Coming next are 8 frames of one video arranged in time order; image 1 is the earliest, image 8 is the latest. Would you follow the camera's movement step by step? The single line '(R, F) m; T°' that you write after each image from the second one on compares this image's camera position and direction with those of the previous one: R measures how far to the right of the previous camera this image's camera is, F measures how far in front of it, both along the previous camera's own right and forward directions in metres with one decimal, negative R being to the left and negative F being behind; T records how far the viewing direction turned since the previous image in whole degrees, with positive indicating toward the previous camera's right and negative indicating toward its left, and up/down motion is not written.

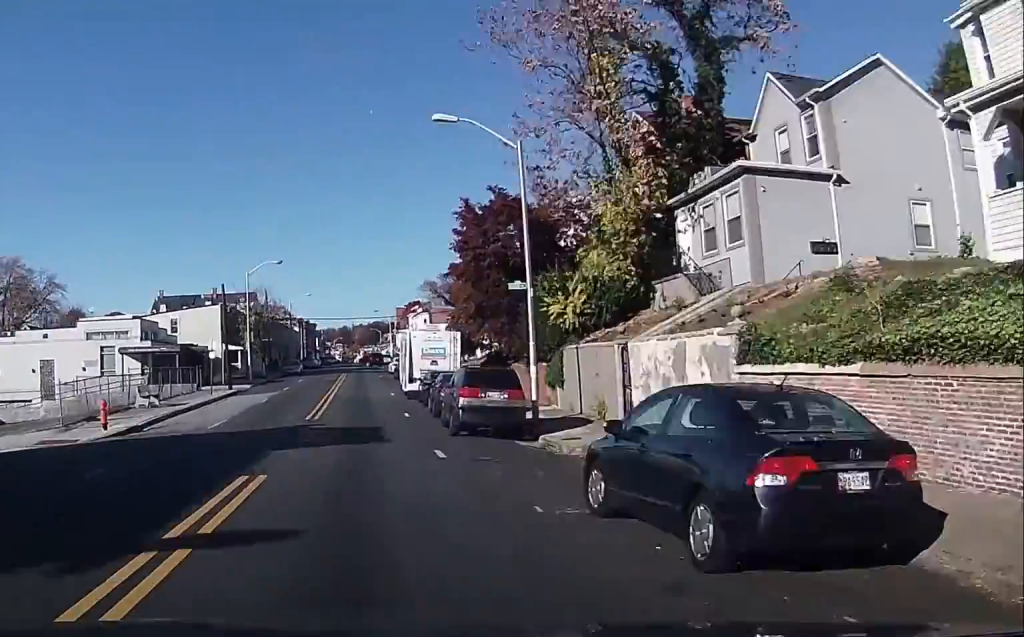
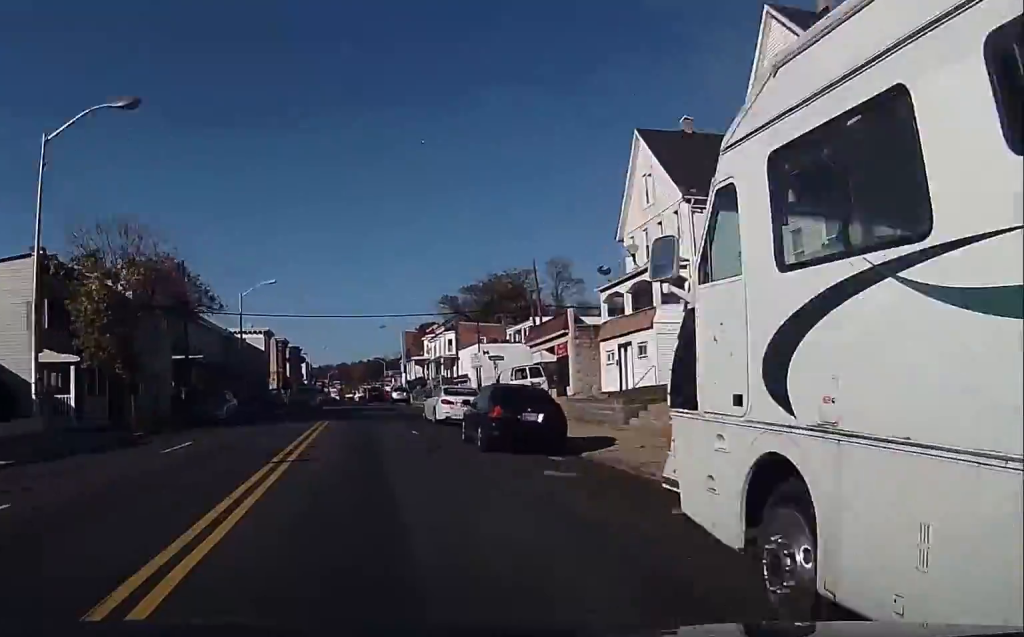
(+1.0, +43.1) m; +2°
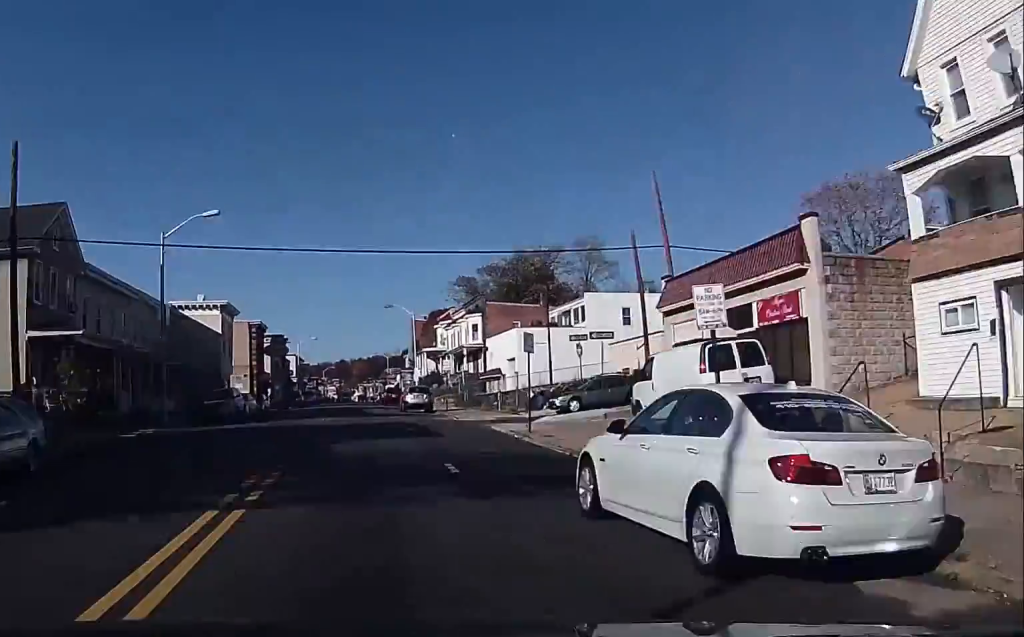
(+0.2, +24.1) m; +1°
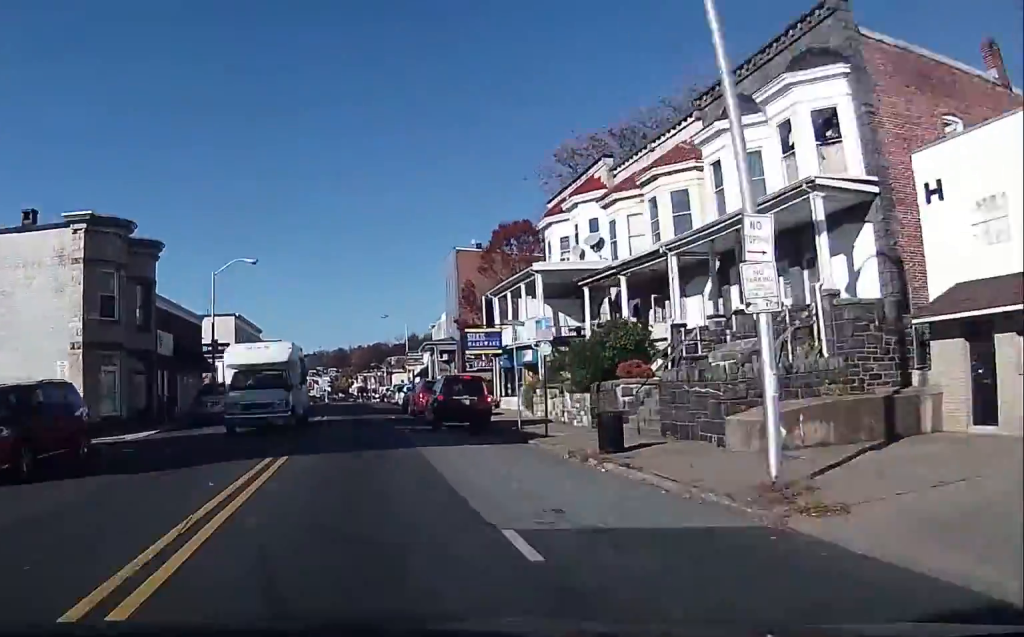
(+1.4, +69.1) m; +1°
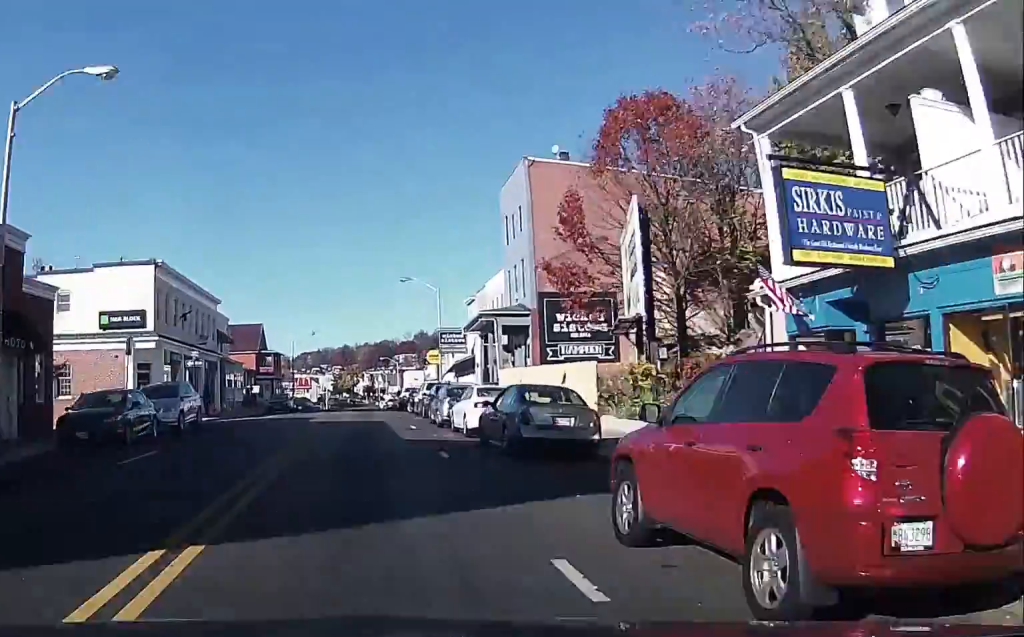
(+0.4, +35.9) m; 0°
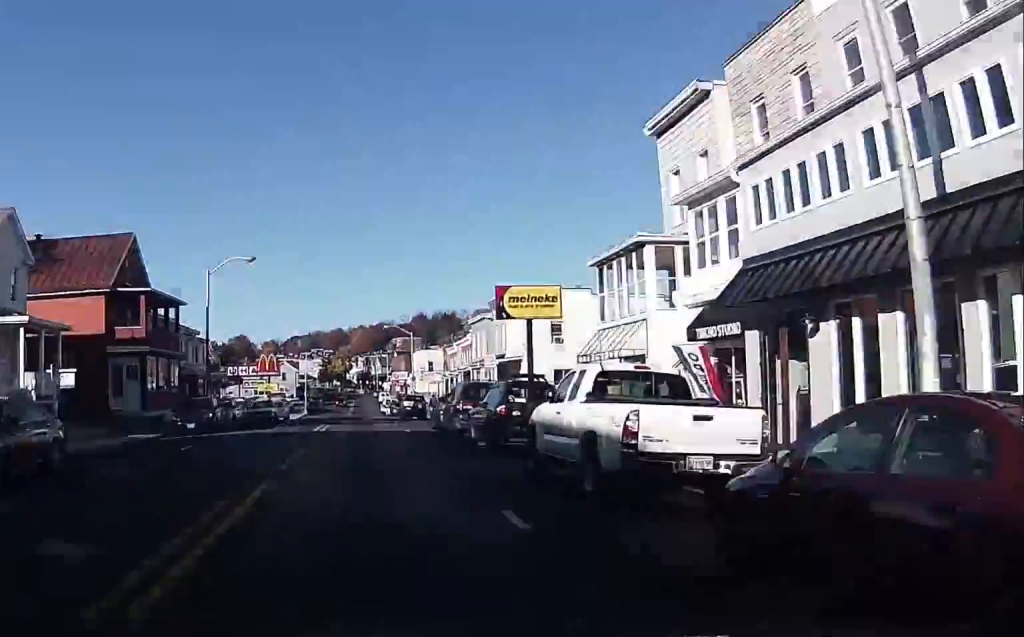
(-0.7, +59.1) m; 0°
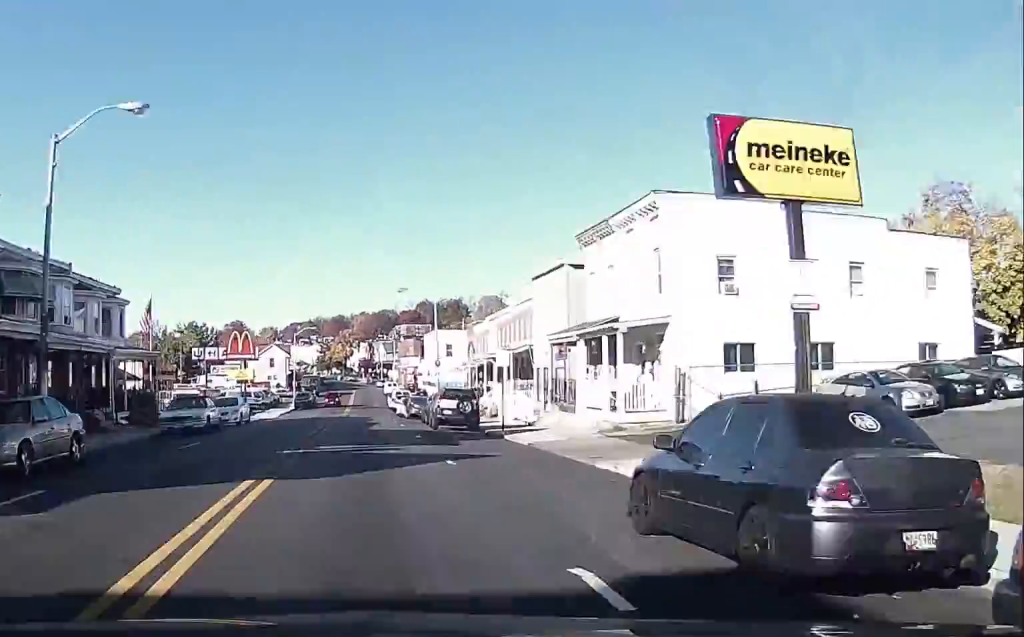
(+0.1, +25.6) m; +1°
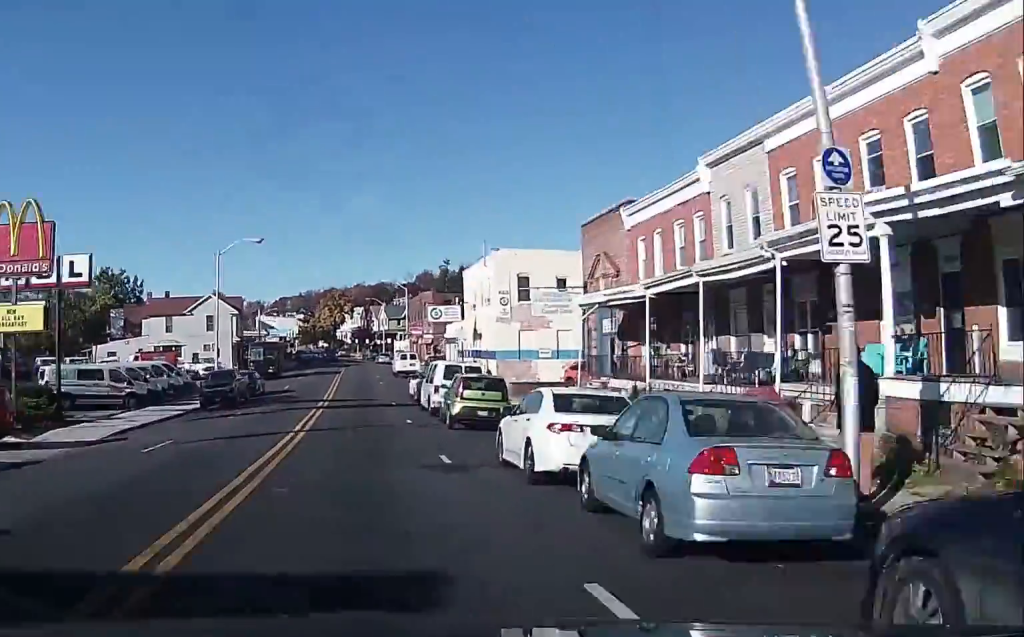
(+0.9, +55.5) m; 0°
